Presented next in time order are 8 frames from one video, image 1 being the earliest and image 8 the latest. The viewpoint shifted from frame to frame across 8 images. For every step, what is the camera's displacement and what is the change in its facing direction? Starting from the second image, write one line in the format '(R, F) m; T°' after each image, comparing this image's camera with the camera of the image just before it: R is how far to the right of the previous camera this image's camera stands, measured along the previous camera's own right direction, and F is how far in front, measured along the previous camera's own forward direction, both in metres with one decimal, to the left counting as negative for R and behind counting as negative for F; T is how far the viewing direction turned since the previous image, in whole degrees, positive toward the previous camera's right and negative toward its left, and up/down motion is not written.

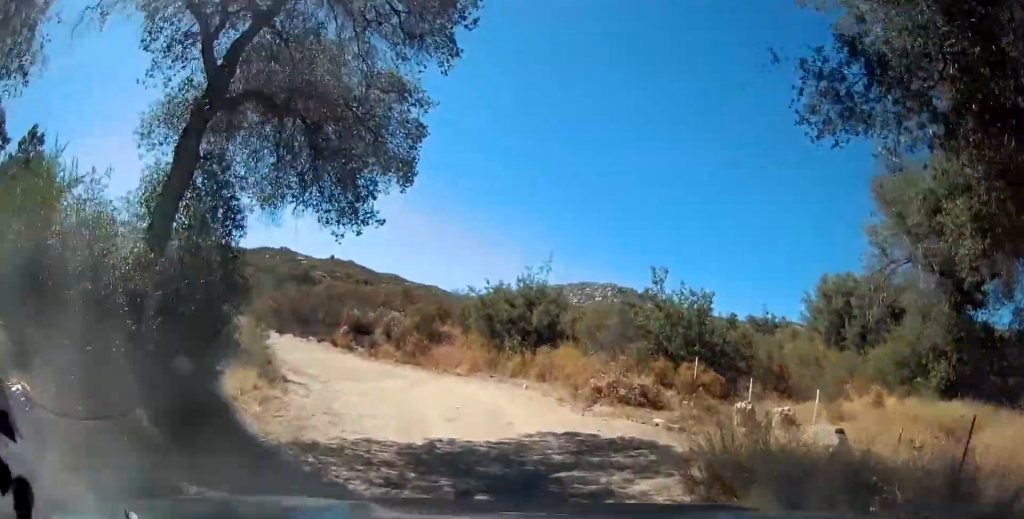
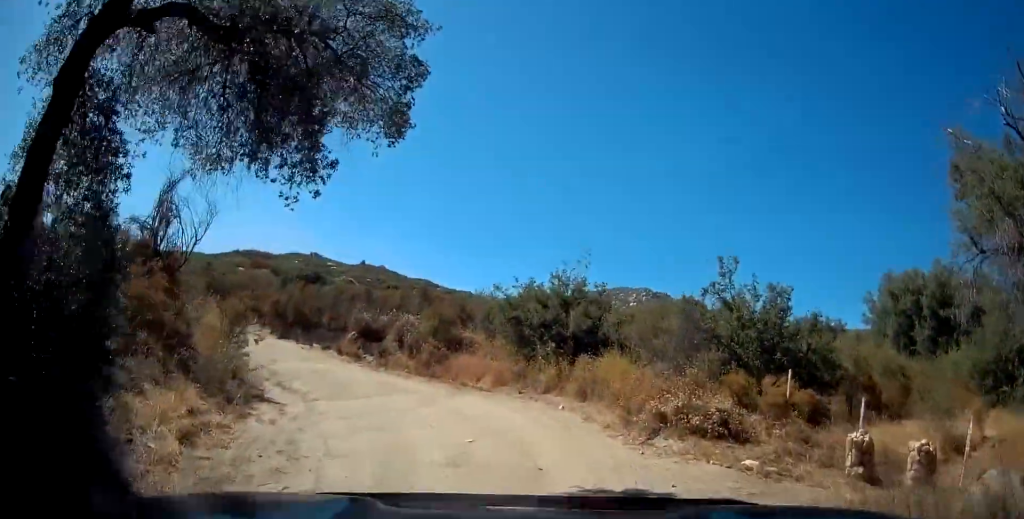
(-0.3, +3.8) m; -7°
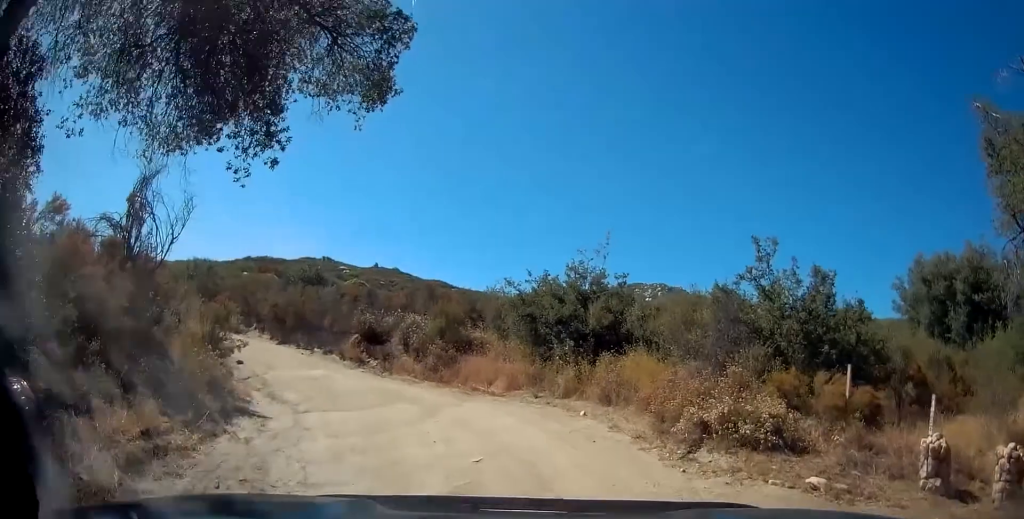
(-0.1, +1.7) m; -4°
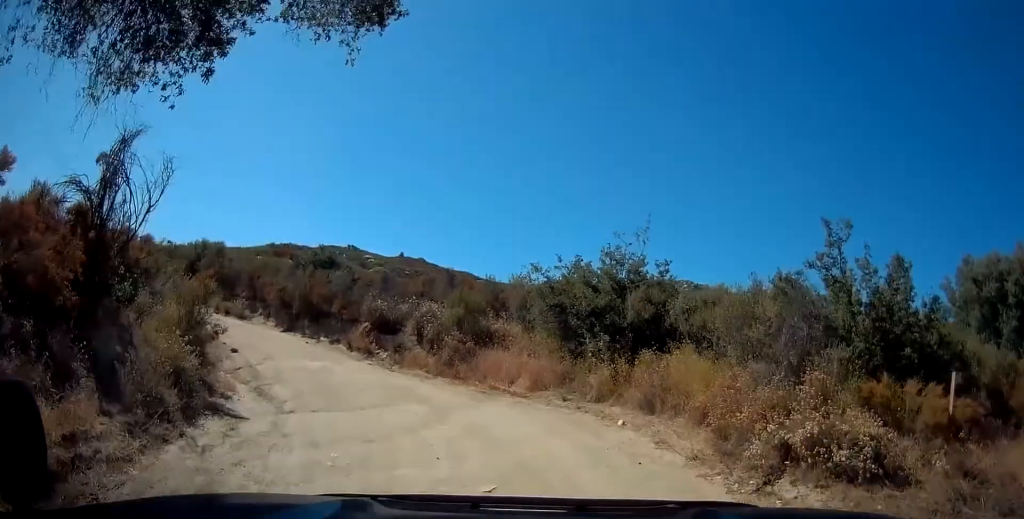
(0.0, +2.0) m; -2°
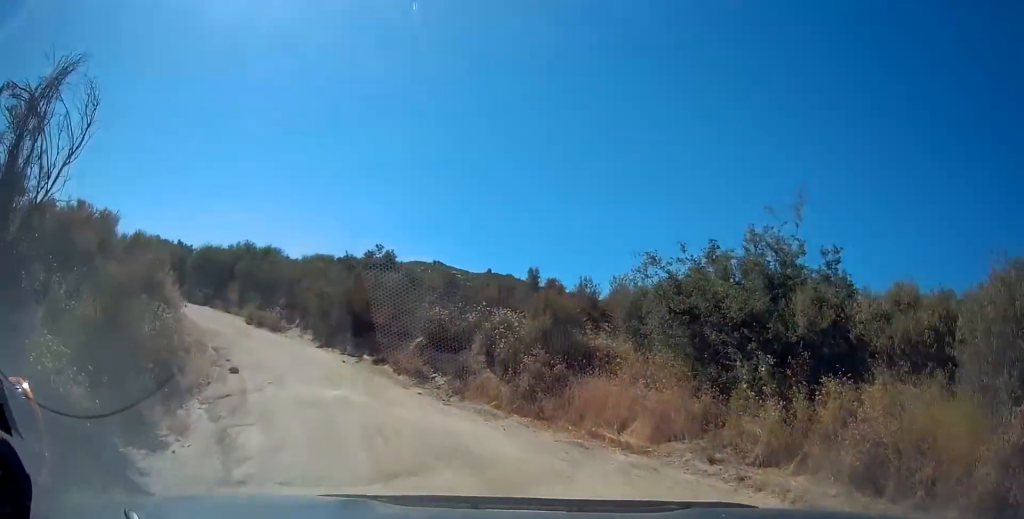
(-0.1, +4.8) m; -9°
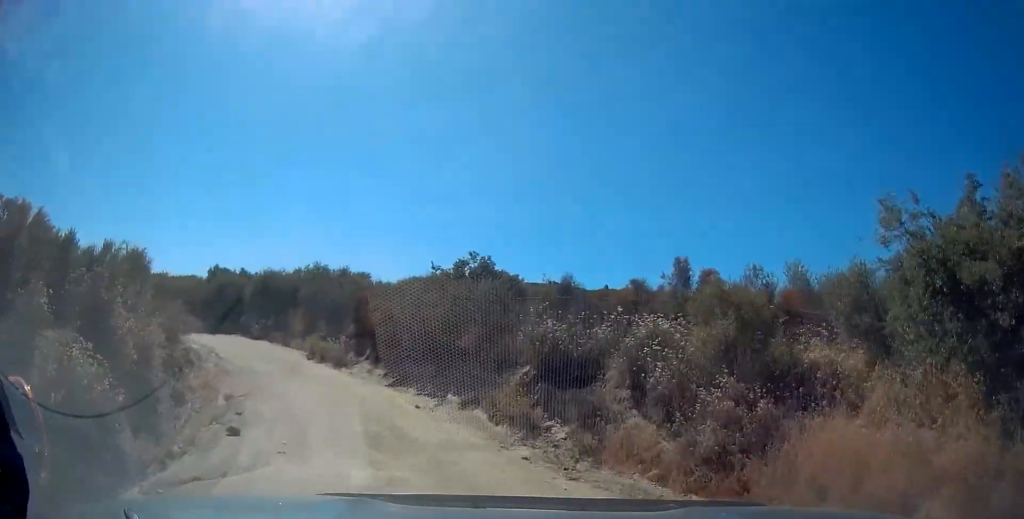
(-0.7, +5.1) m; -14°
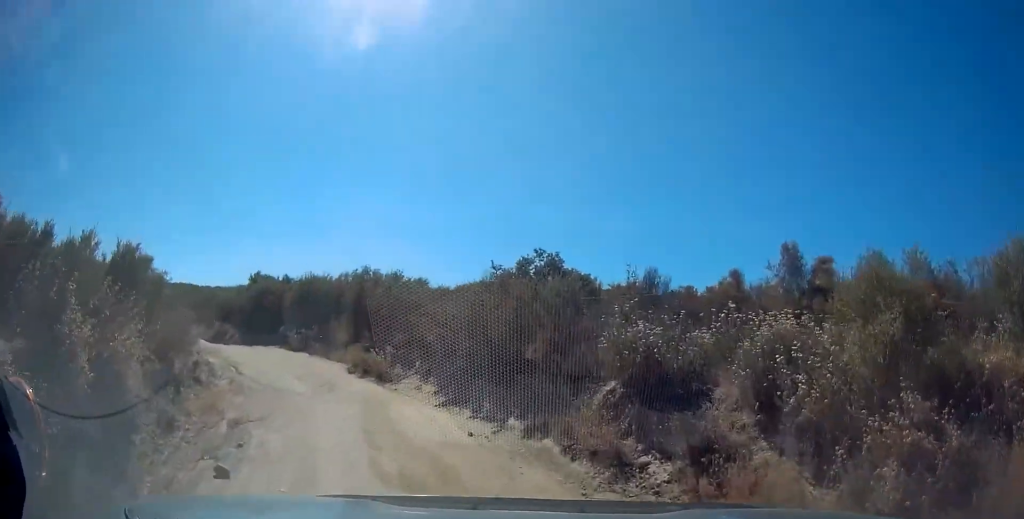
(-0.1, +2.3) m; -5°
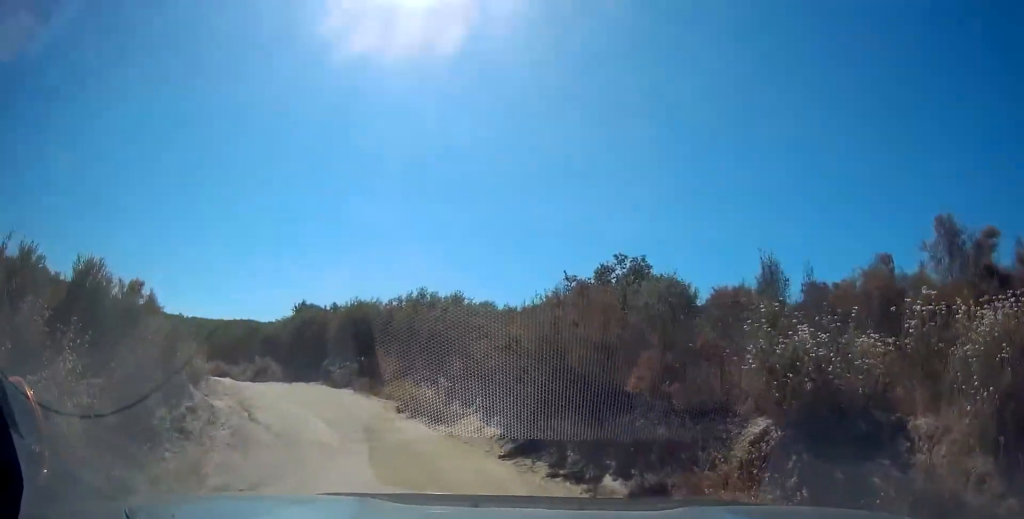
(-0.1, +2.7) m; -7°
